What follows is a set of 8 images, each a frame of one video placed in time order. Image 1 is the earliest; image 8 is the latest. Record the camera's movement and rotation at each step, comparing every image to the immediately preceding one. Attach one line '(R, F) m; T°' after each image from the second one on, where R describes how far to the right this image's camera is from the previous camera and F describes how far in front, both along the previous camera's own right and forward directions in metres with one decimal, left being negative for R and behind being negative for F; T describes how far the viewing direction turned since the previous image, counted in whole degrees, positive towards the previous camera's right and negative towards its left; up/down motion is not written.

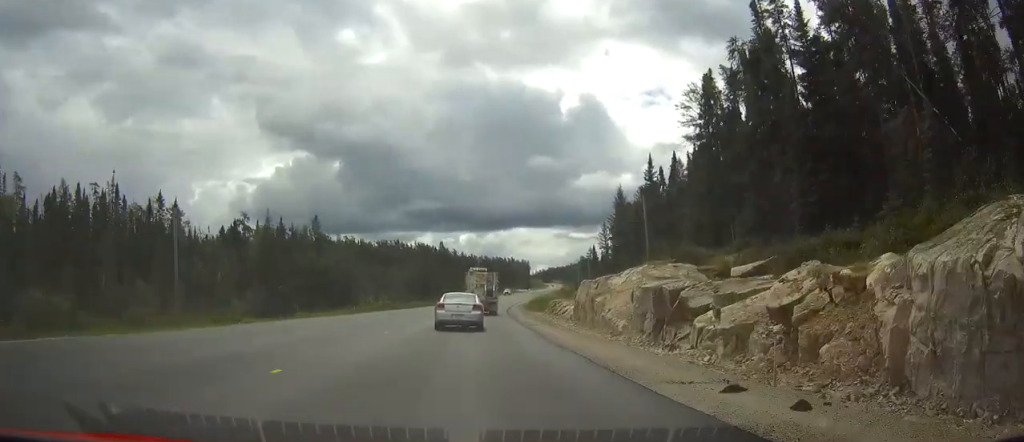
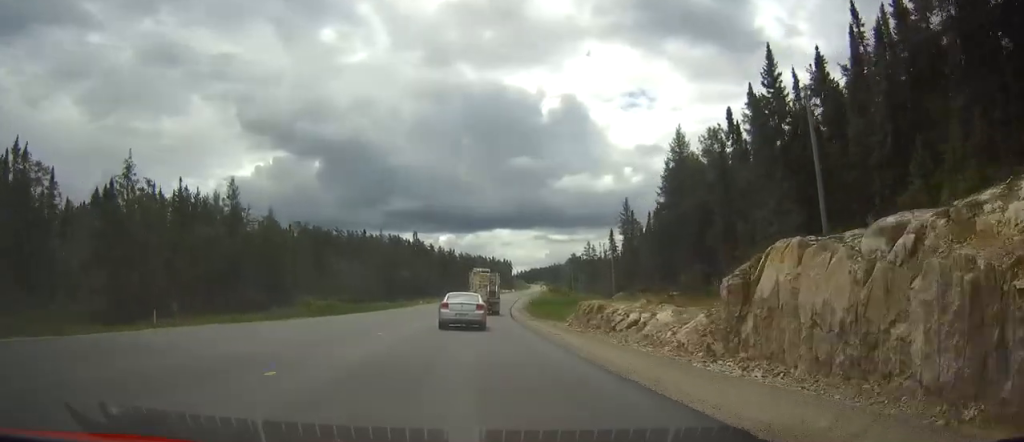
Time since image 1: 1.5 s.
(+0.7, +38.6) m; +2°
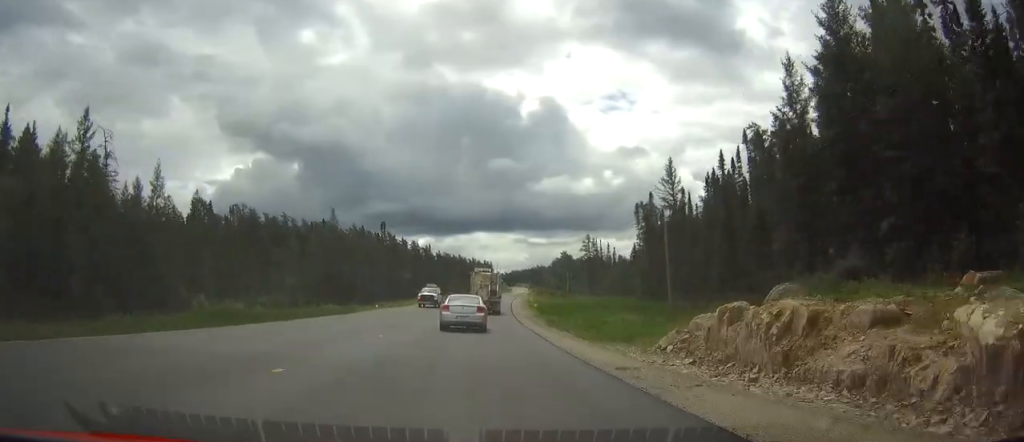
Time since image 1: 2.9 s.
(+0.5, +35.7) m; +2°
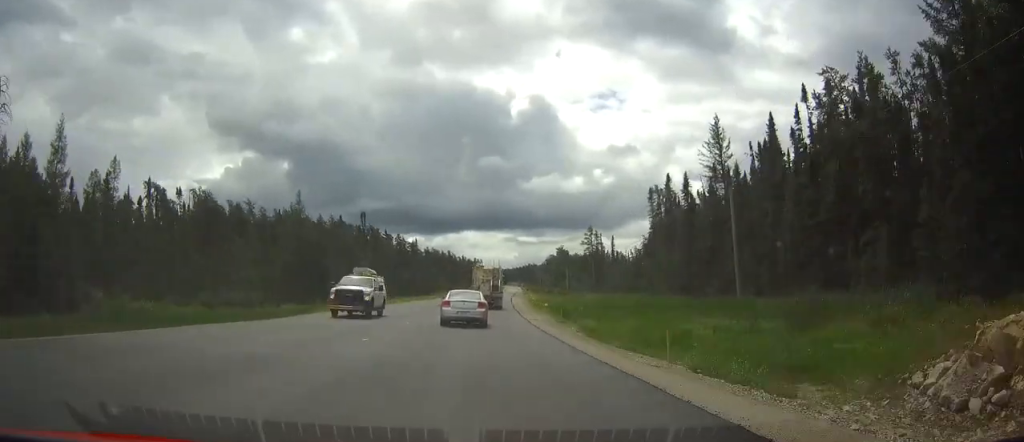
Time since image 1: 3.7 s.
(+0.2, +19.0) m; +1°
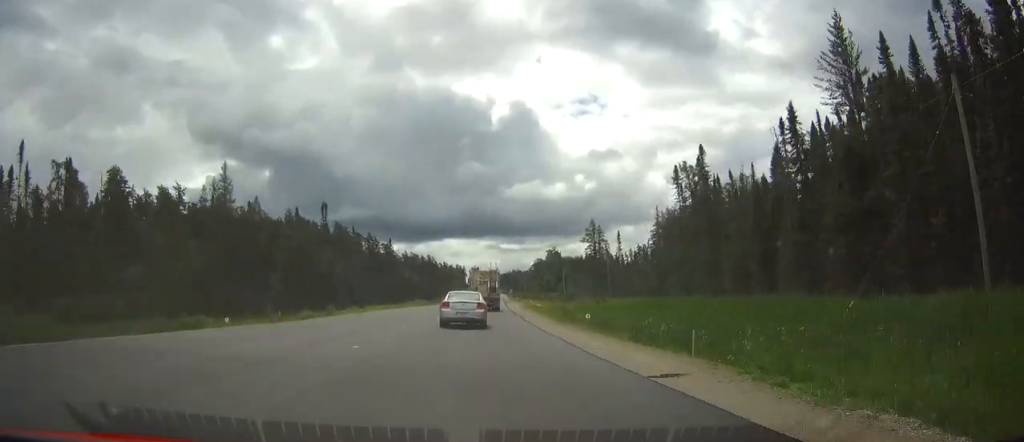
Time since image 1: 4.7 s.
(+0.3, +26.9) m; +1°
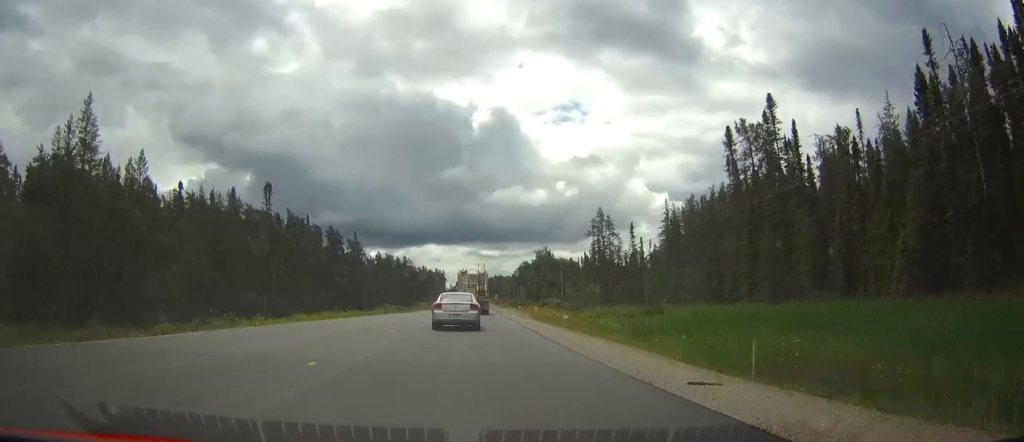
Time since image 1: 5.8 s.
(+0.4, +28.8) m; +1°
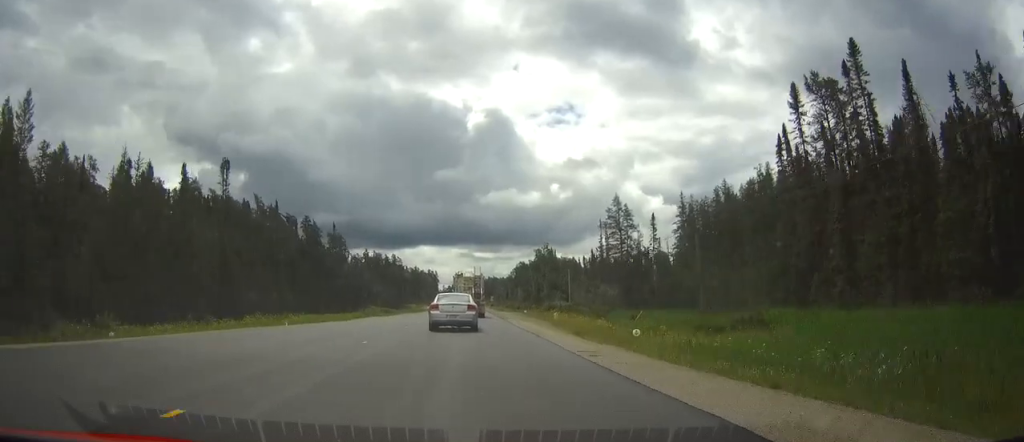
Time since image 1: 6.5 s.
(+0.1, +18.4) m; 0°
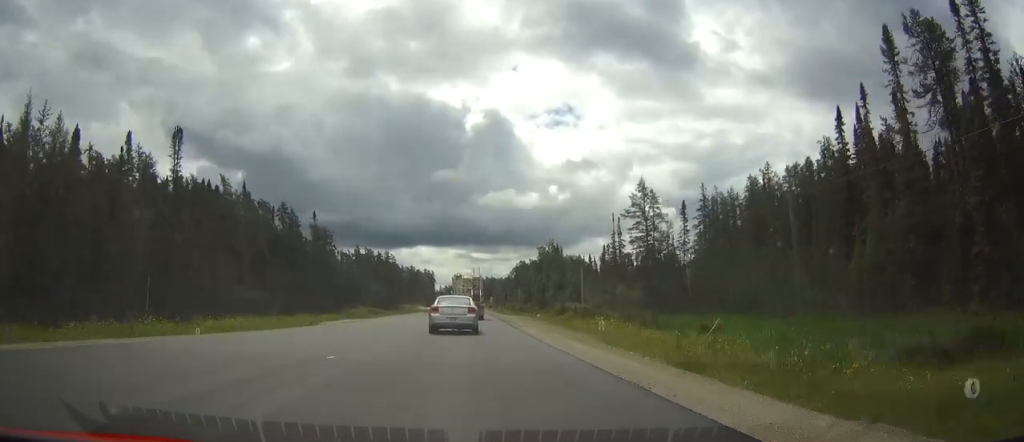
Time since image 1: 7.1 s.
(0.0, +16.6) m; 0°
